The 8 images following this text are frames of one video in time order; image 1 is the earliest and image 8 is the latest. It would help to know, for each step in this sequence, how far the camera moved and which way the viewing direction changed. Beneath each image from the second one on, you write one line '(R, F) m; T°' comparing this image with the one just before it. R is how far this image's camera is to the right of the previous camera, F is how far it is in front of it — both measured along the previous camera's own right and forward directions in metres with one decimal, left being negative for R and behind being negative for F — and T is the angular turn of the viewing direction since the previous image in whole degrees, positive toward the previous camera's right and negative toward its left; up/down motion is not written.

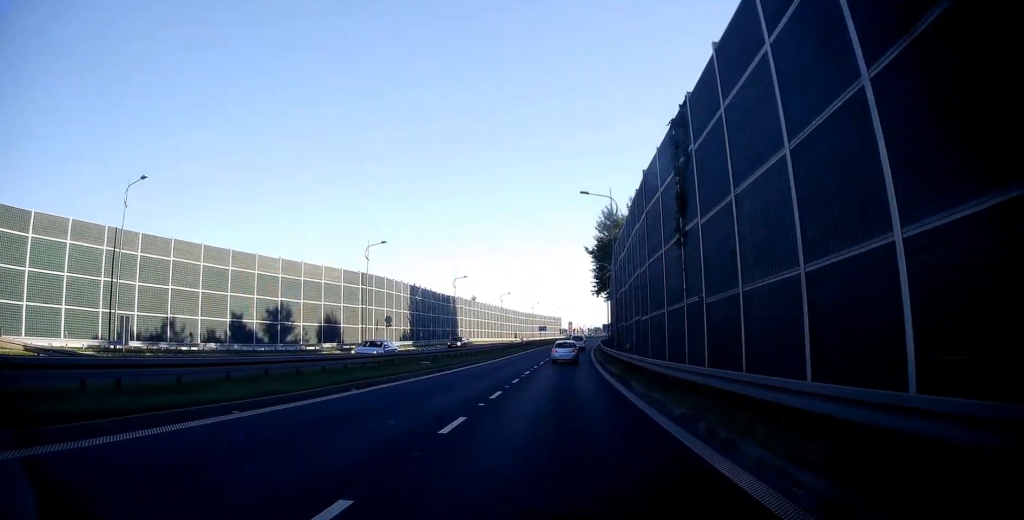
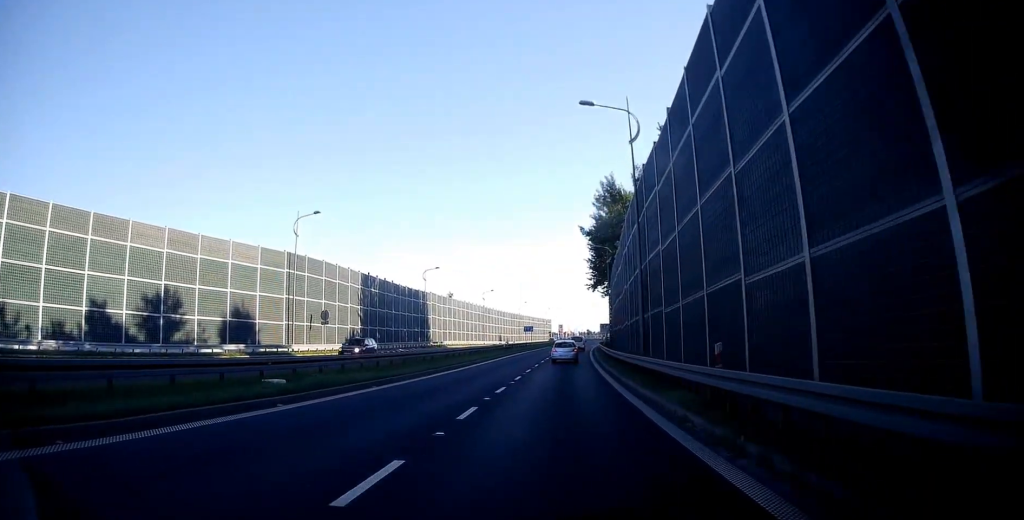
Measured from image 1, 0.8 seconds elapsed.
(+0.1, +16.1) m; +1°
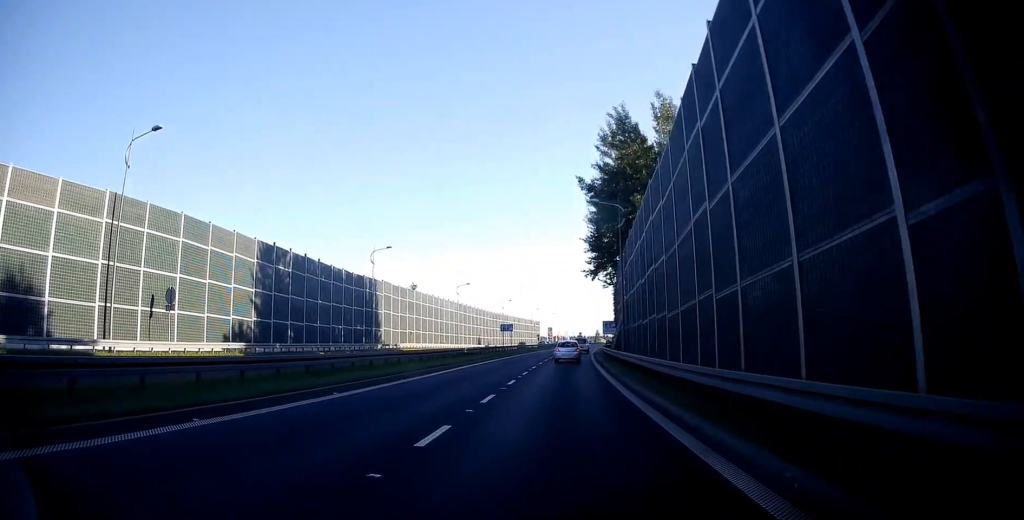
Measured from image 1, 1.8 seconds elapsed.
(+0.2, +21.9) m; +1°
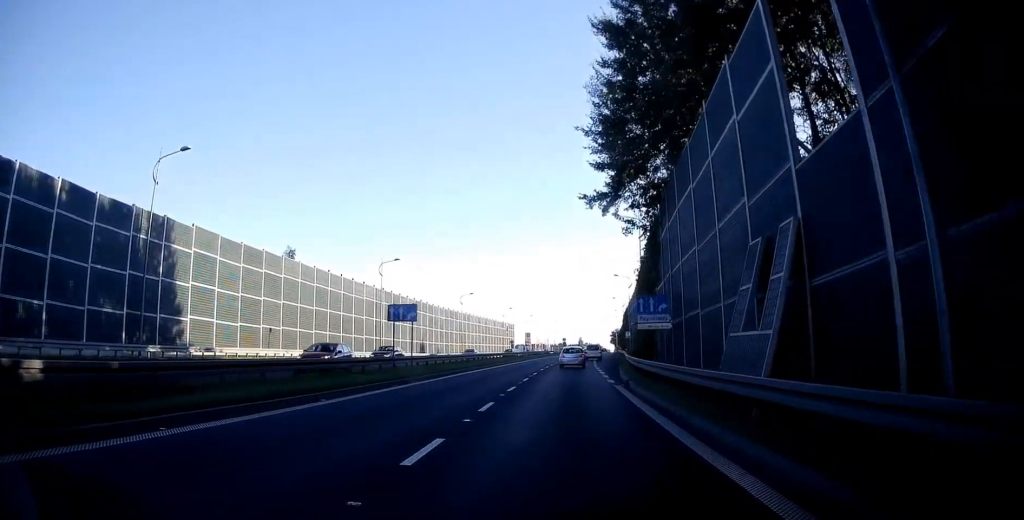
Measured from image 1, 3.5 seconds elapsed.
(+0.7, +43.3) m; +2°
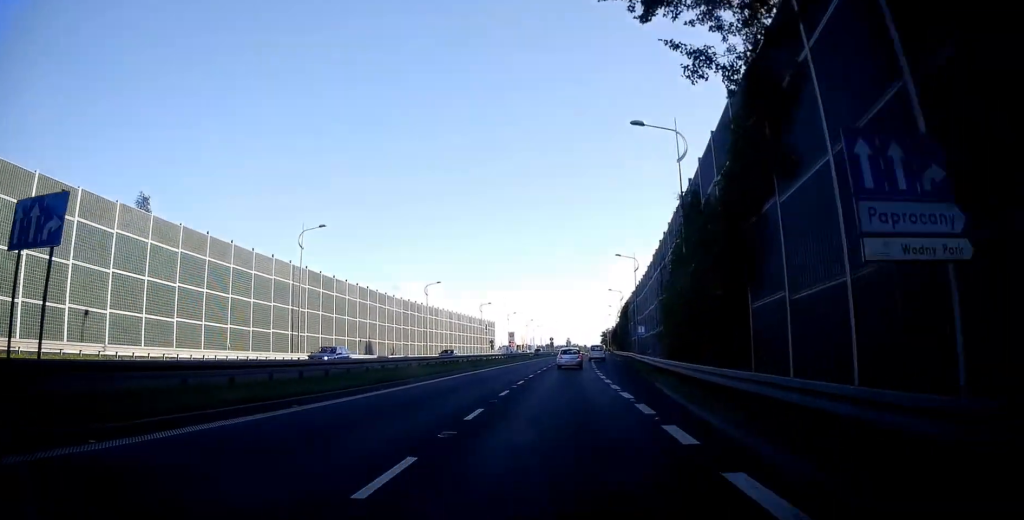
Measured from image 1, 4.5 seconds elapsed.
(+0.3, +25.6) m; +1°
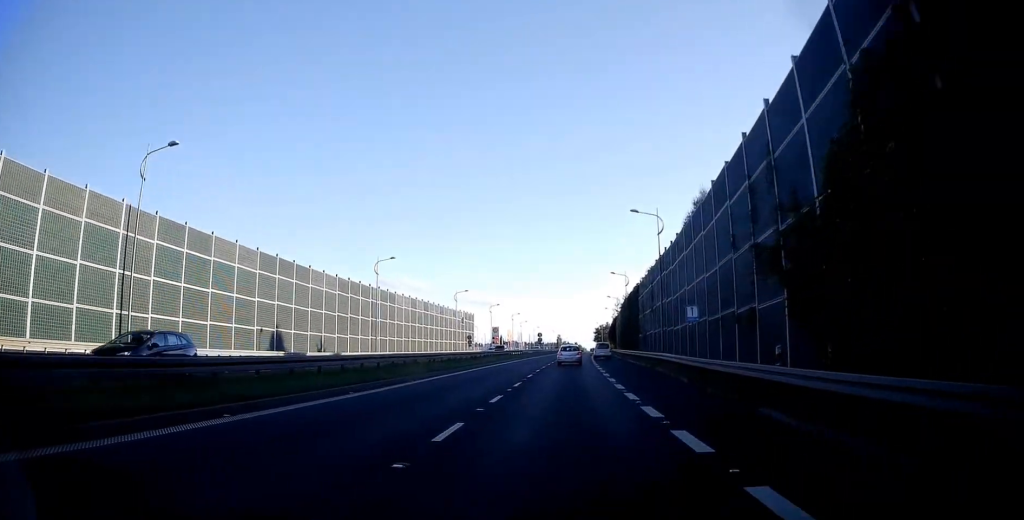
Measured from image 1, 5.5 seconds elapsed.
(+0.2, +25.9) m; +1°
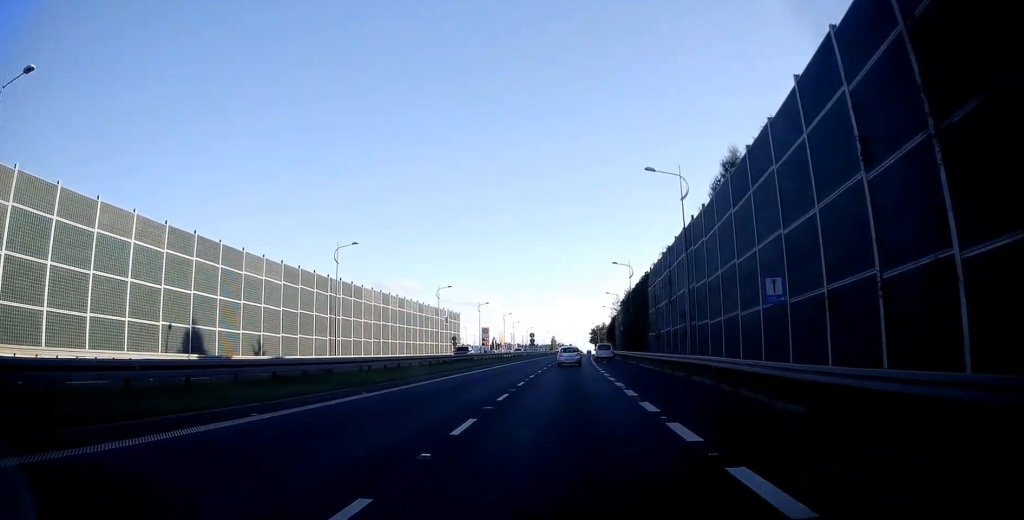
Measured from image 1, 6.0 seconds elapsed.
(+0.1, +12.7) m; +1°
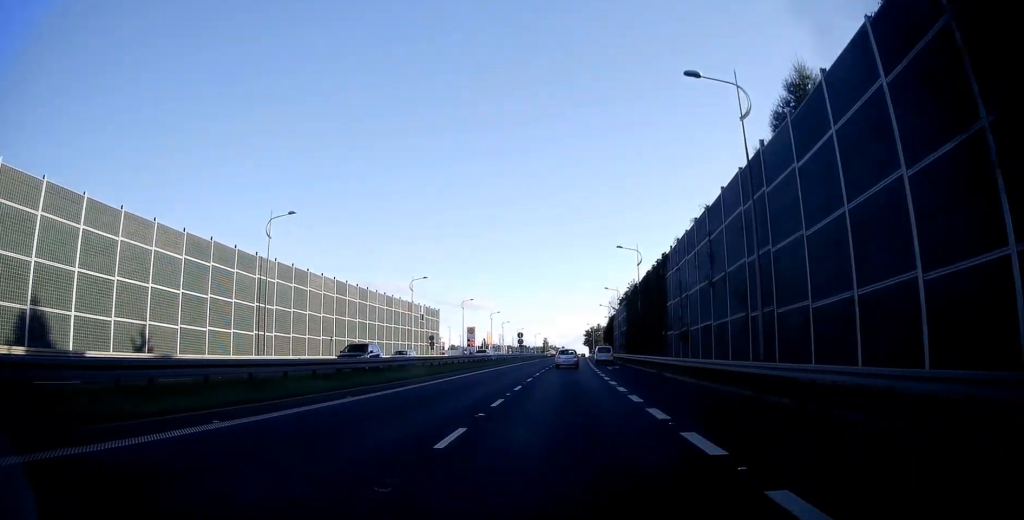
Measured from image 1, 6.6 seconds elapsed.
(+0.1, +14.0) m; +1°
